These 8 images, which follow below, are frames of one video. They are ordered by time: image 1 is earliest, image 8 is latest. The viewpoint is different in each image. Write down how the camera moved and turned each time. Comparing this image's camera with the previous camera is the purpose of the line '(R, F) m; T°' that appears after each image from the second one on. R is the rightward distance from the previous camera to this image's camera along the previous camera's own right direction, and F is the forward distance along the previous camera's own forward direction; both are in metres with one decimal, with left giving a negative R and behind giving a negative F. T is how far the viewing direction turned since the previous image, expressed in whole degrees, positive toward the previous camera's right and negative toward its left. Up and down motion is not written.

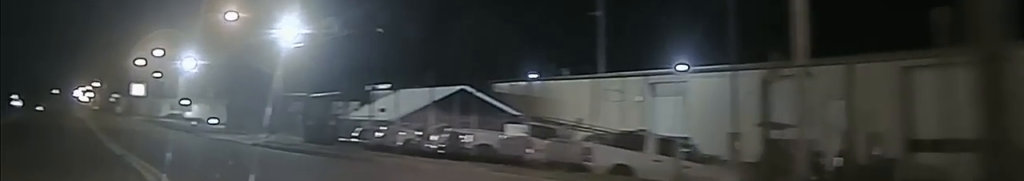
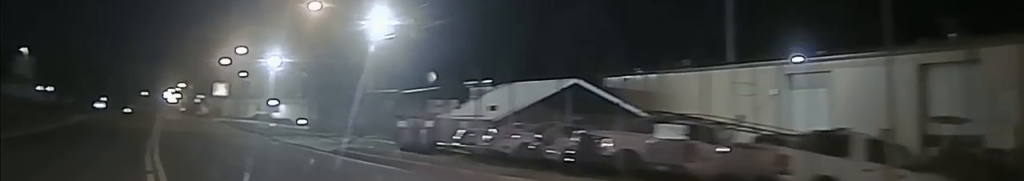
(0.0, +6.3) m; -5°
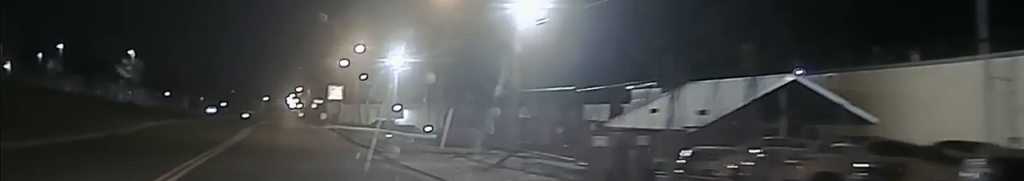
(-1.5, +12.3) m; -9°
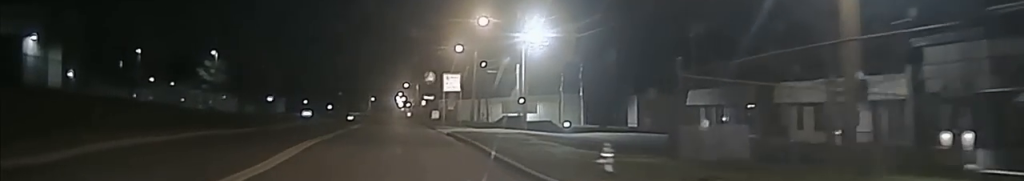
(-0.2, +24.6) m; -2°
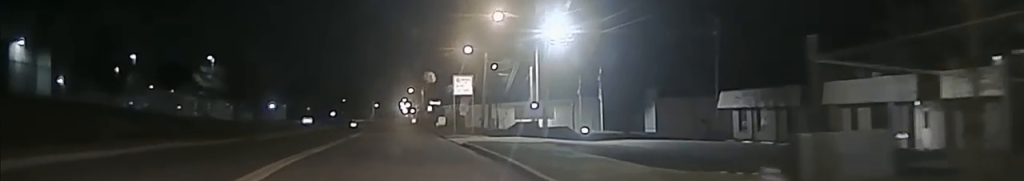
(-0.3, +7.5) m; -1°
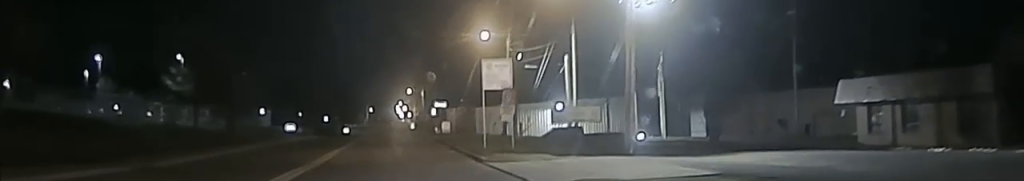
(-0.4, +21.0) m; 0°
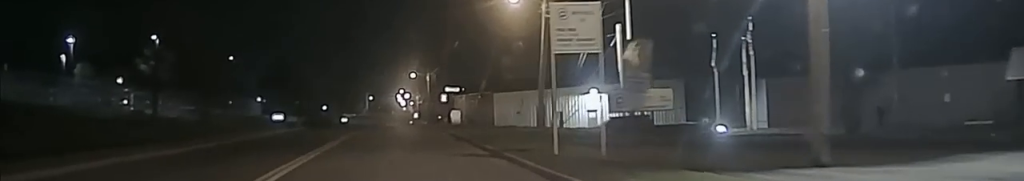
(+0.1, +15.3) m; 0°
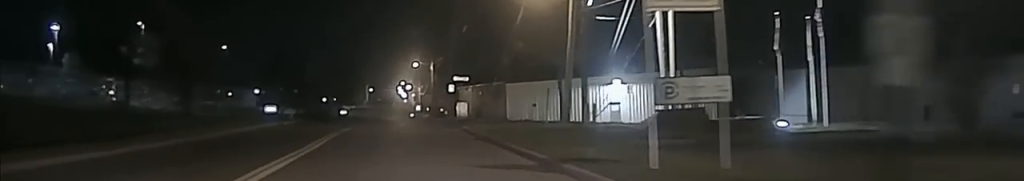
(0.0, +8.2) m; 0°
